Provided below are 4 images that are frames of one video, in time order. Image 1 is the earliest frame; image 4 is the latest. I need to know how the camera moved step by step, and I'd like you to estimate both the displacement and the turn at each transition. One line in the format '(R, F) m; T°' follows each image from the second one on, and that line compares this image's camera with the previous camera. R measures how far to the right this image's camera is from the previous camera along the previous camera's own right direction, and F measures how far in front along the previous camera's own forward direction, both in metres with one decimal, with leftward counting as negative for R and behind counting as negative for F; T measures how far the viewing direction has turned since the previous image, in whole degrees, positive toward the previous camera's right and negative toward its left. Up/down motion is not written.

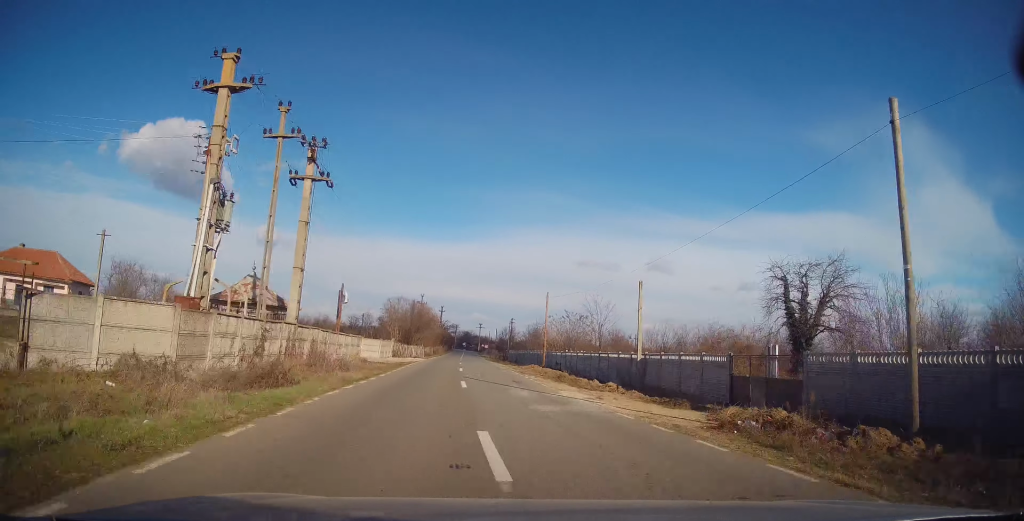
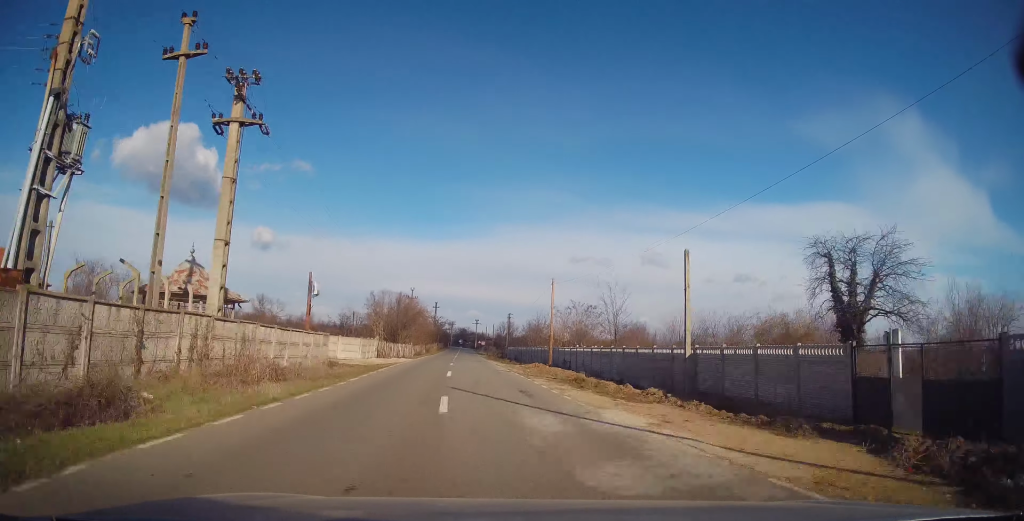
(+0.1, +7.1) m; 0°
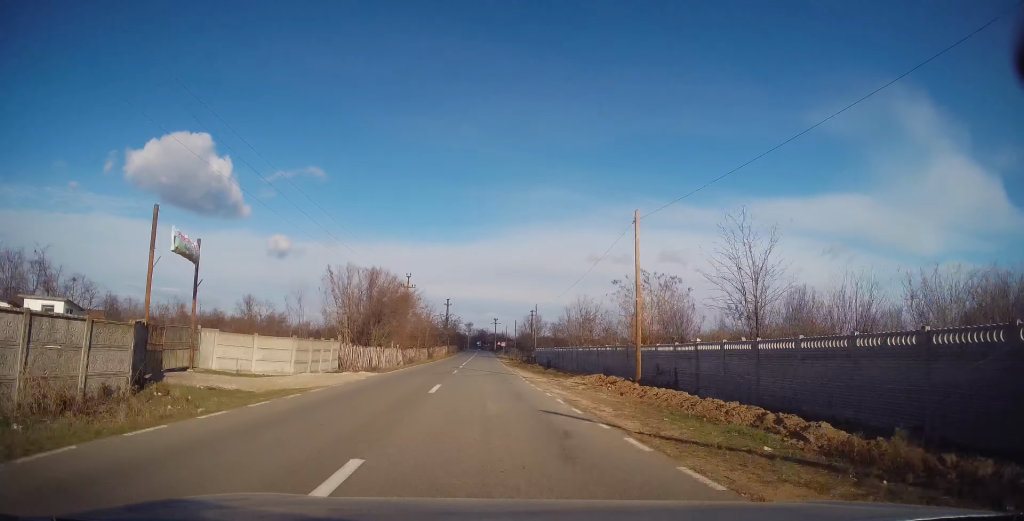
(-0.2, +19.5) m; -2°
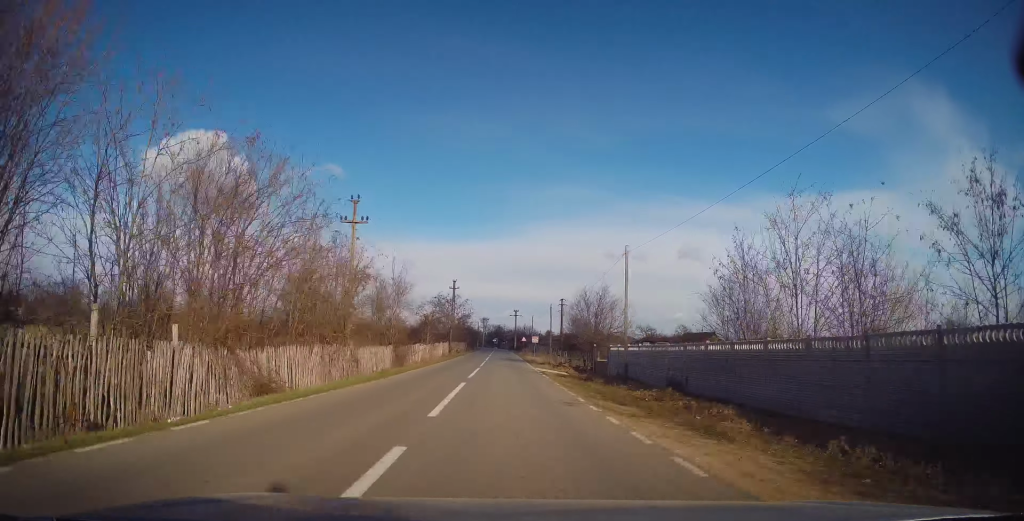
(-0.2, +31.6) m; 0°
